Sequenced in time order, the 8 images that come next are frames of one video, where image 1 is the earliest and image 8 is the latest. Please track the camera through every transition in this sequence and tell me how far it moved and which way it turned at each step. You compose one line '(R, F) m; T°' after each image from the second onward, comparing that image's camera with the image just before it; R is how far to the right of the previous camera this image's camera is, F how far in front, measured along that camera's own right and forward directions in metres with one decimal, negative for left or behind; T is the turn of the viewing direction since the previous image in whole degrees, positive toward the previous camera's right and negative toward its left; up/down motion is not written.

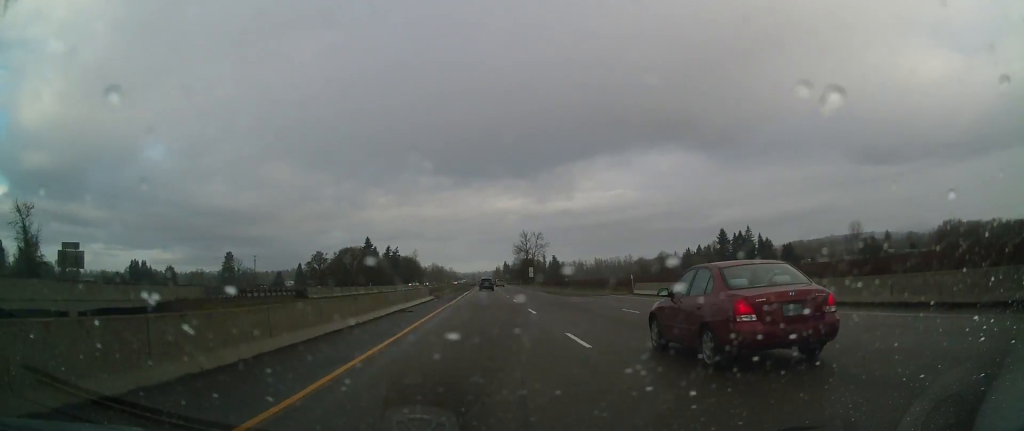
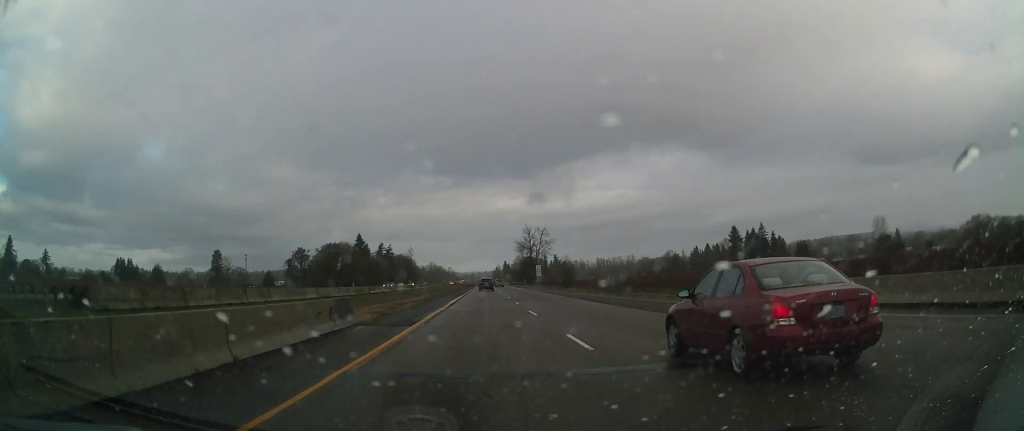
(0.0, +27.7) m; +1°
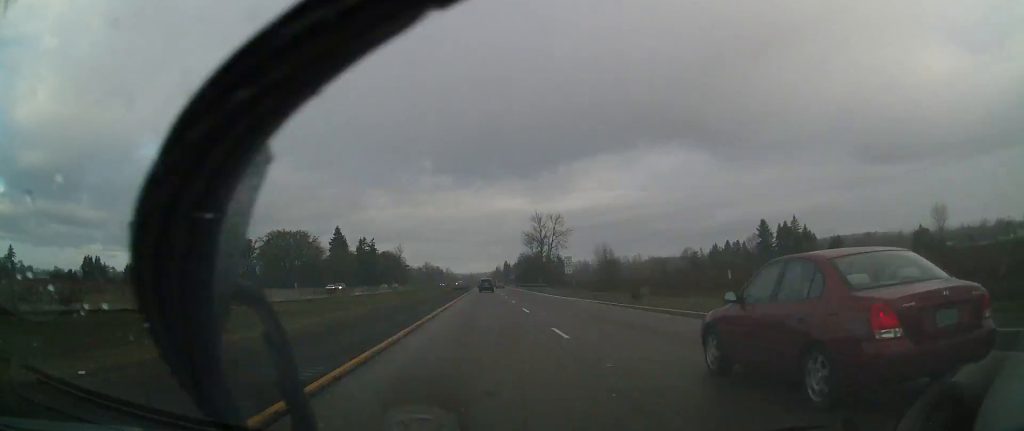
(+0.3, +57.9) m; 0°
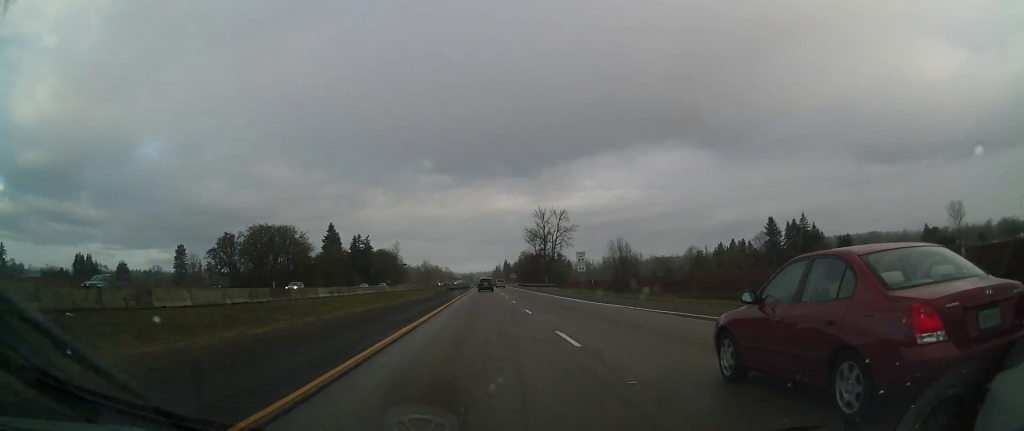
(-0.1, +13.9) m; 0°
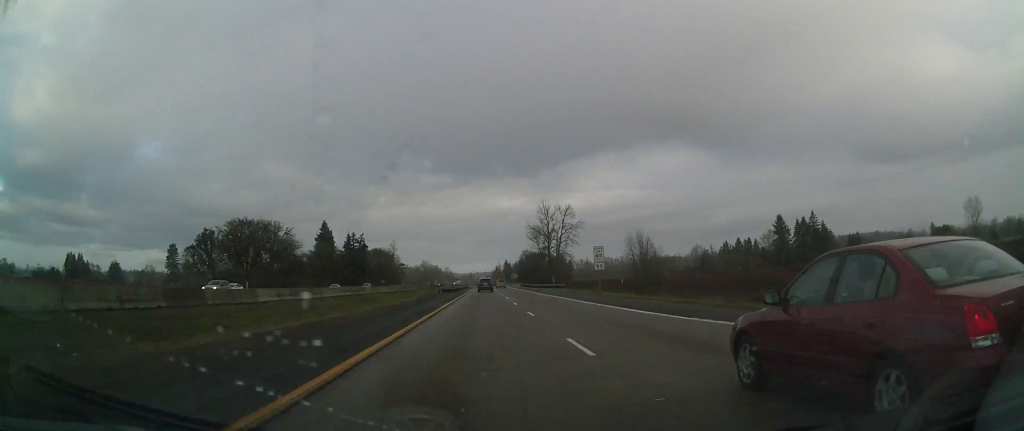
(0.0, +13.9) m; 0°
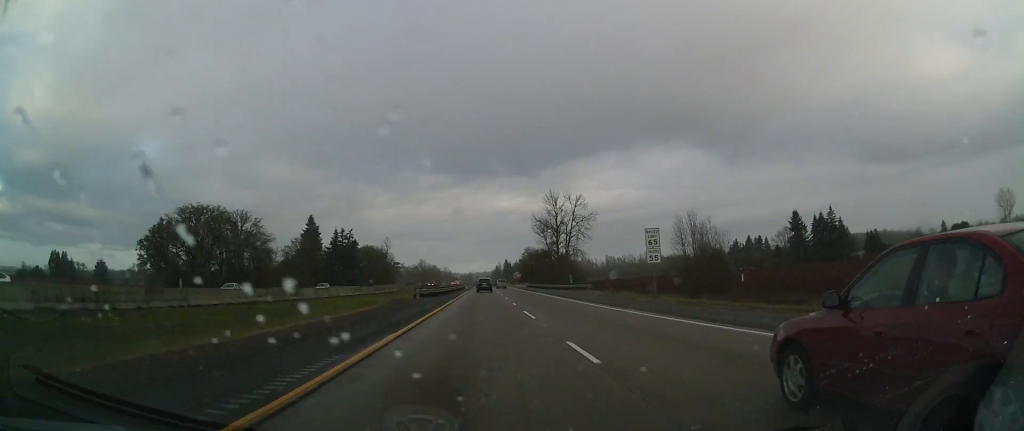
(0.0, +24.4) m; 0°
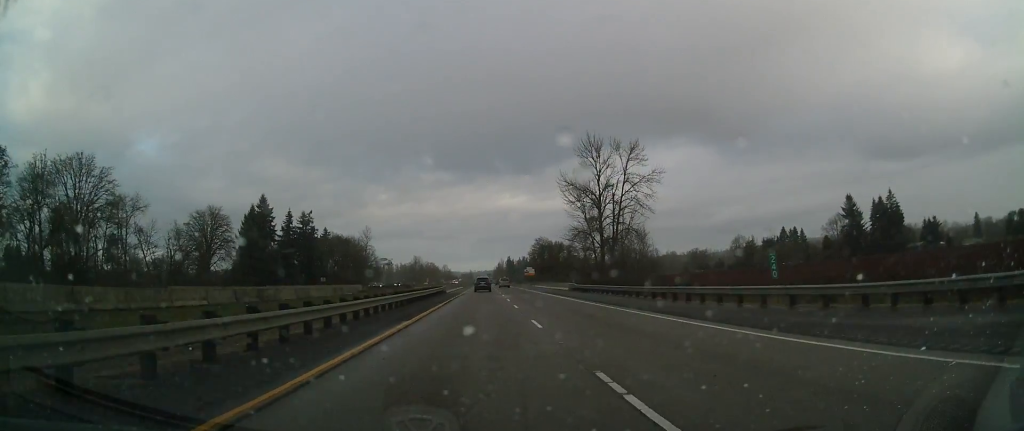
(-0.2, +67.1) m; 0°
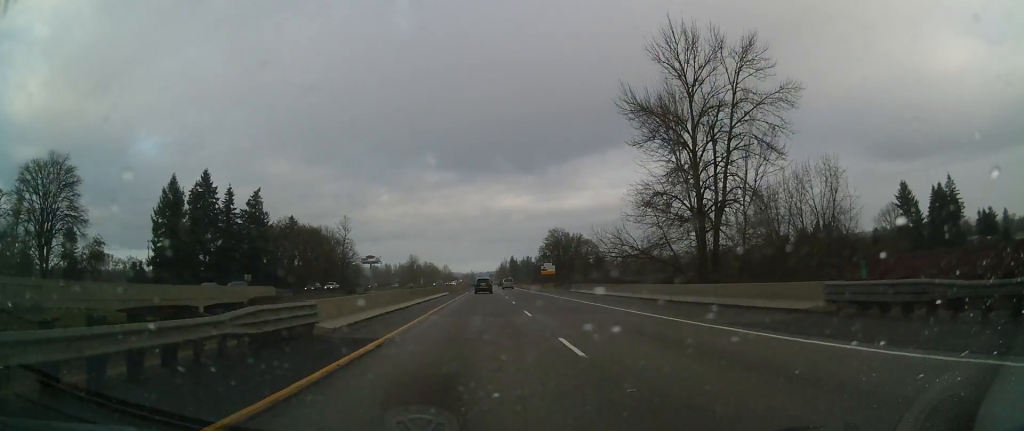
(+0.1, +52.6) m; 0°
